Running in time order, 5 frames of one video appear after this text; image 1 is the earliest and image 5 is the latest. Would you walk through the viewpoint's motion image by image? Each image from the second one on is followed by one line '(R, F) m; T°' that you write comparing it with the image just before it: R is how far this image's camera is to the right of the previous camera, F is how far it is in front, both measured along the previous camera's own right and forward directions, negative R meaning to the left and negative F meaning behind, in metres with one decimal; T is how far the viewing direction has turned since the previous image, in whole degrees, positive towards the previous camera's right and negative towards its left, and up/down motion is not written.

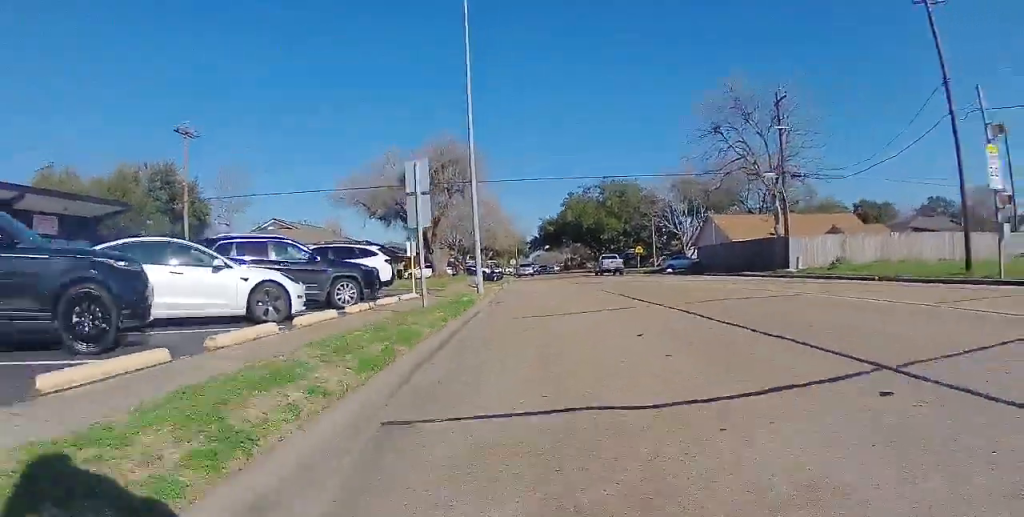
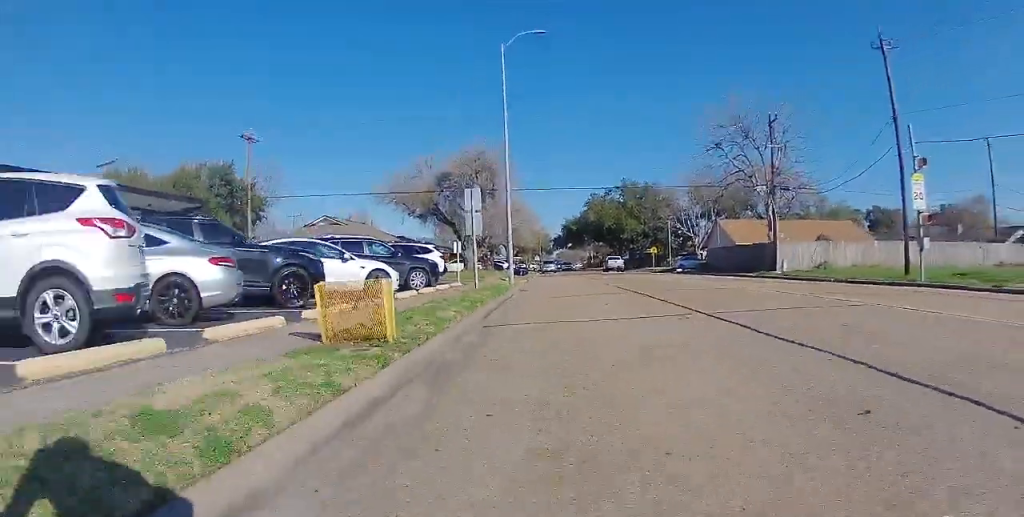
(+0.2, +4.7) m; +2°
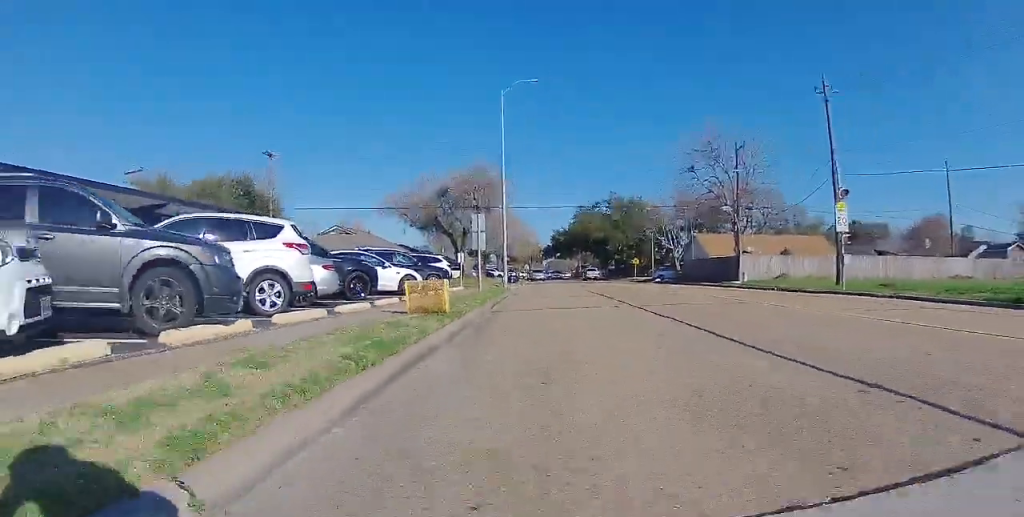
(0.0, +4.5) m; 0°
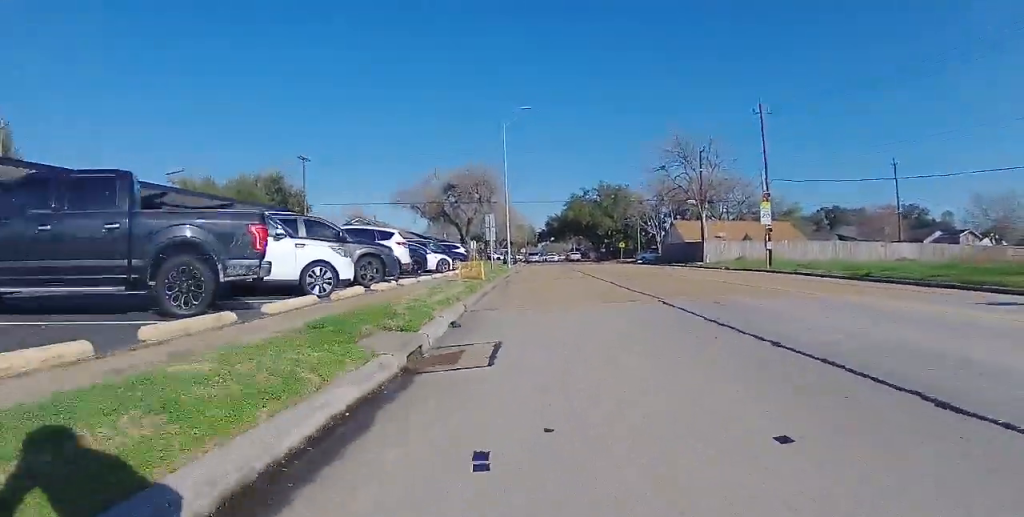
(0.0, +6.7) m; 0°
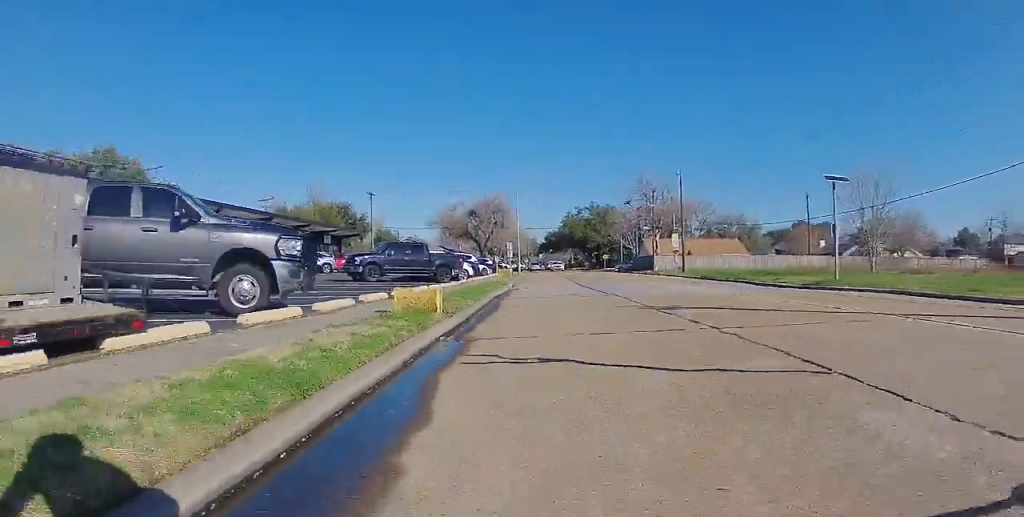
(-0.9, +19.7) m; -4°
